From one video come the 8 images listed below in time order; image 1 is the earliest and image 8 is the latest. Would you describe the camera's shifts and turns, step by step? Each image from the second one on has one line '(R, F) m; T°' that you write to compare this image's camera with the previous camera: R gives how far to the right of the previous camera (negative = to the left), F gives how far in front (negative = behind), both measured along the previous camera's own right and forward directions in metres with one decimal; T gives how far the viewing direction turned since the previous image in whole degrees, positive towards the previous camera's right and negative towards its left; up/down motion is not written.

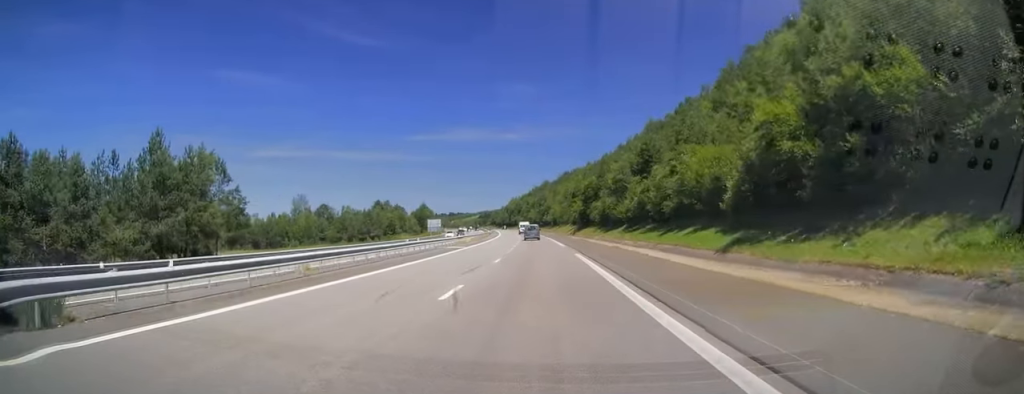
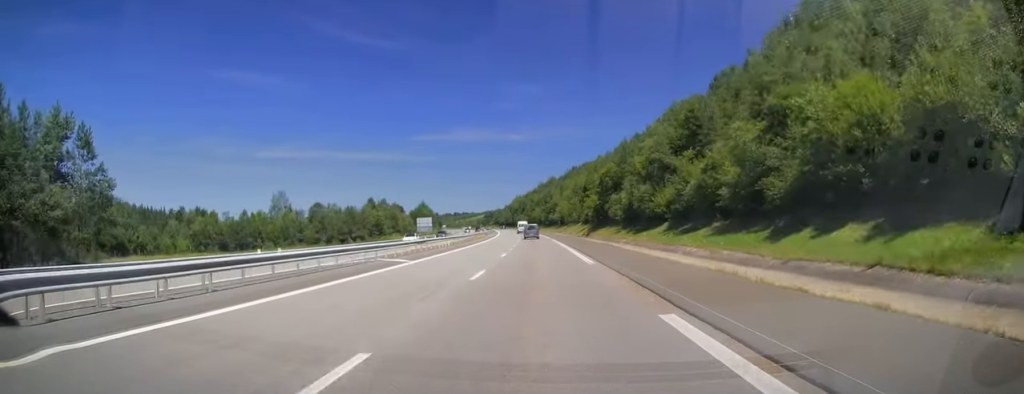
(-0.2, +21.4) m; -1°
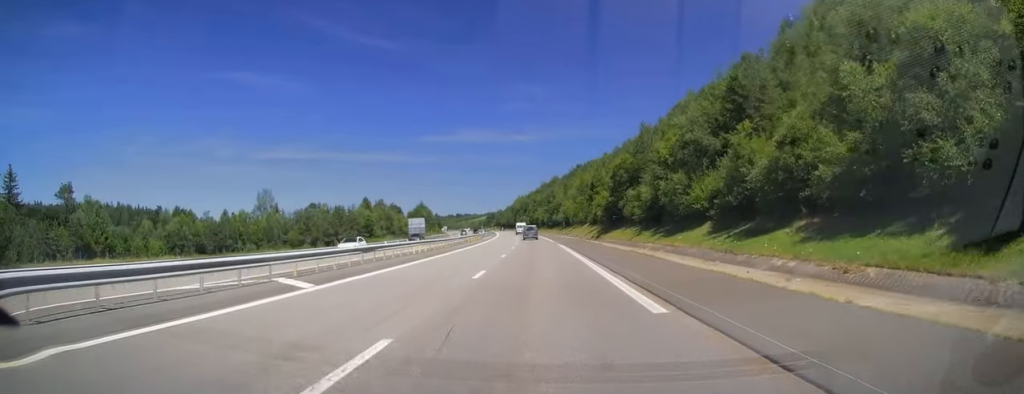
(0.0, +12.2) m; 0°
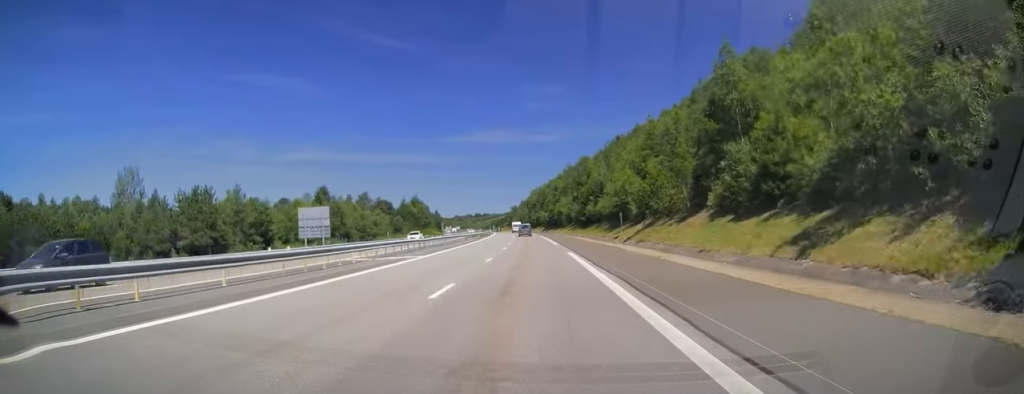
(-1.2, +70.6) m; -2°
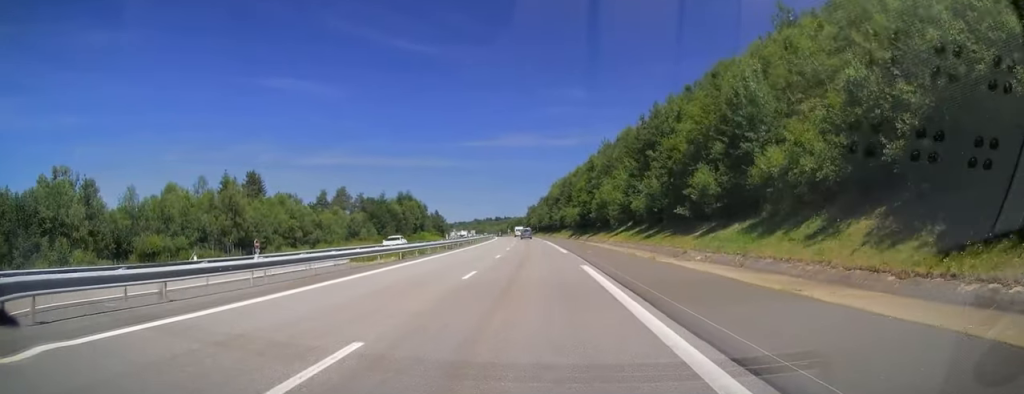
(-0.6, +60.4) m; -2°
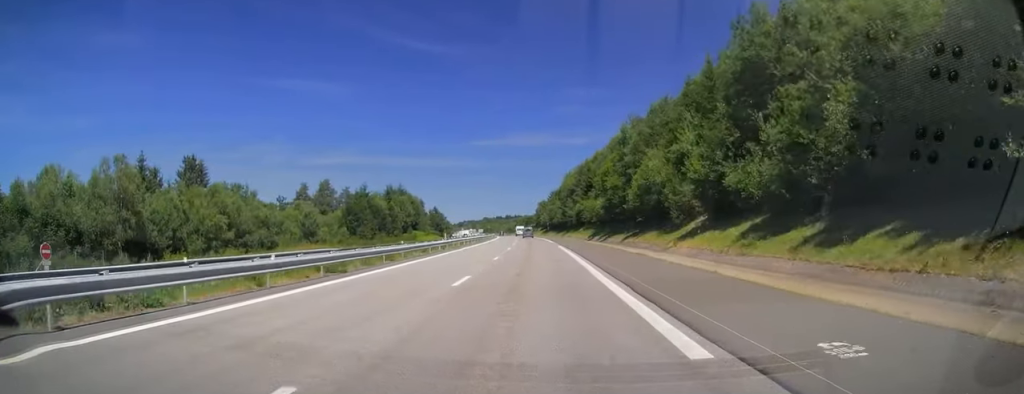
(-0.5, +28.4) m; -1°
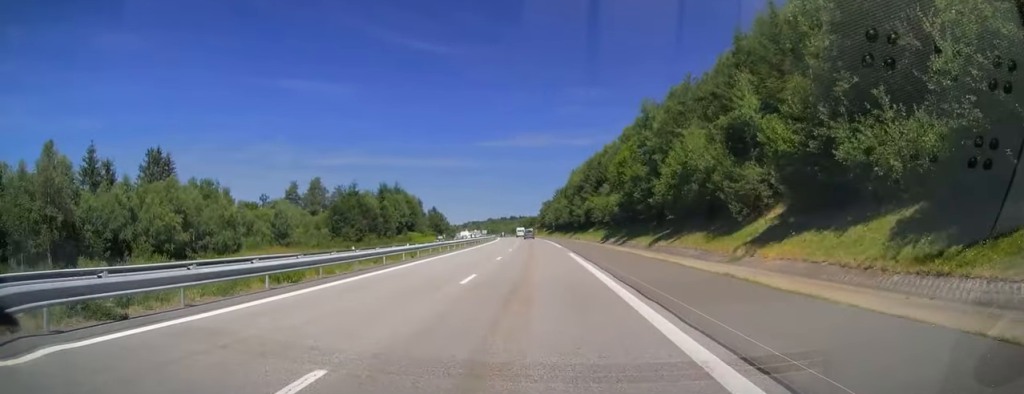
(0.0, +12.3) m; 0°
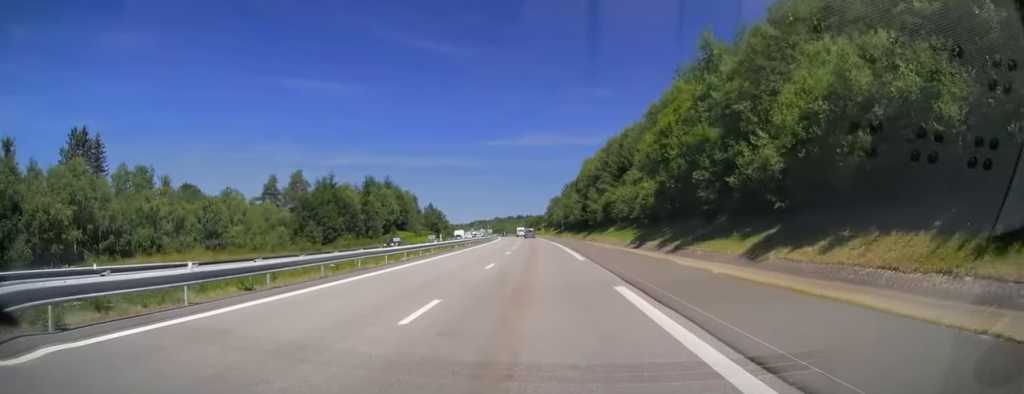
(+0.1, +20.1) m; -1°
